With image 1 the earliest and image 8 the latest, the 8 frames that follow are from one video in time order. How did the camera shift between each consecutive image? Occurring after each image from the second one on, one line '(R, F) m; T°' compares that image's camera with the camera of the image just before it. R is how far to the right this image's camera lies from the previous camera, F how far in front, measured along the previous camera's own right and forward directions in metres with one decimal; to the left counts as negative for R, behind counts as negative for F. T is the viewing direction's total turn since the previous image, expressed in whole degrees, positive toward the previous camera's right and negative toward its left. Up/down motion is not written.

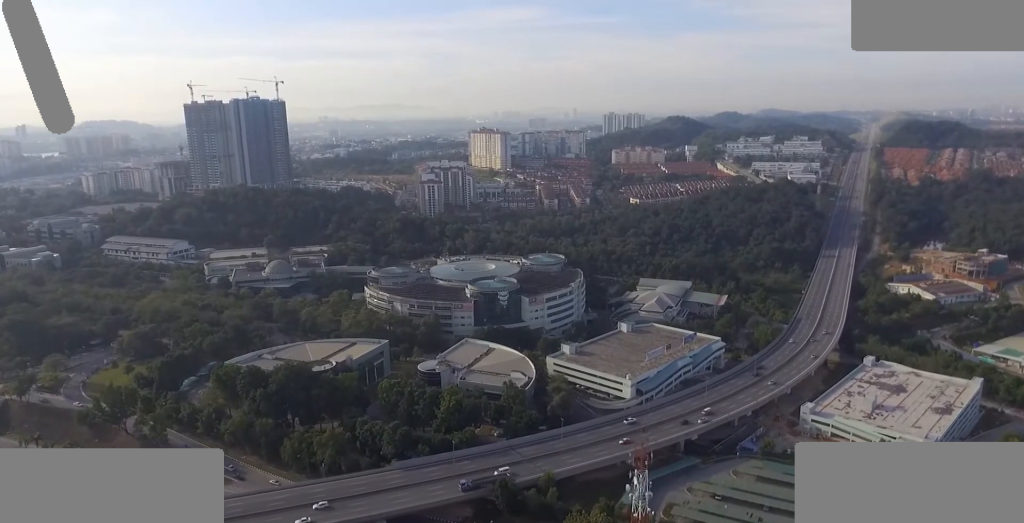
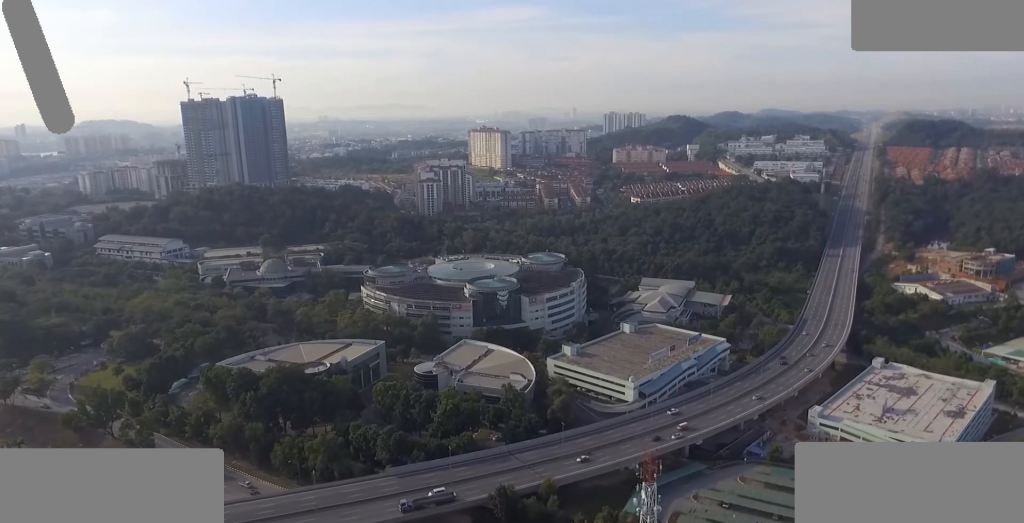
(0.0, +8.7) m; 0°
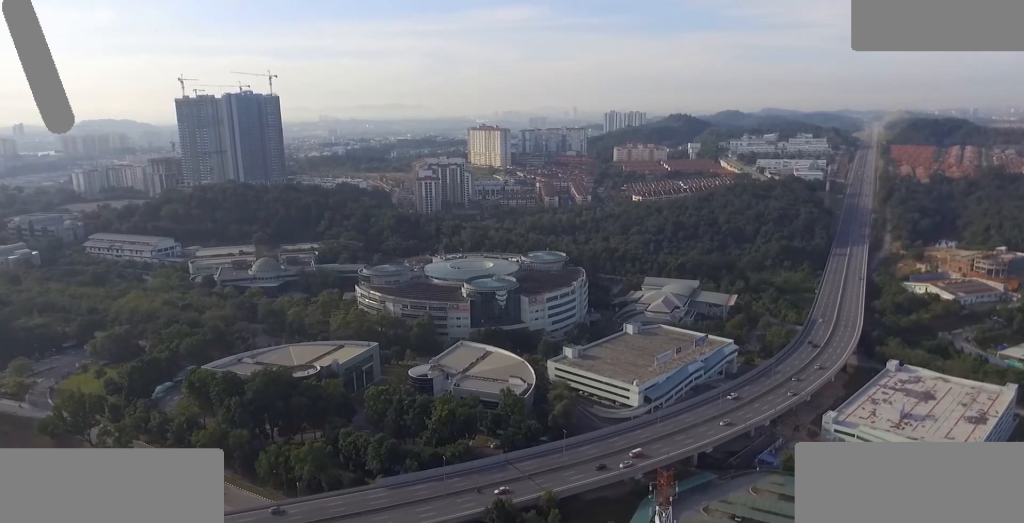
(+0.1, +13.1) m; +1°
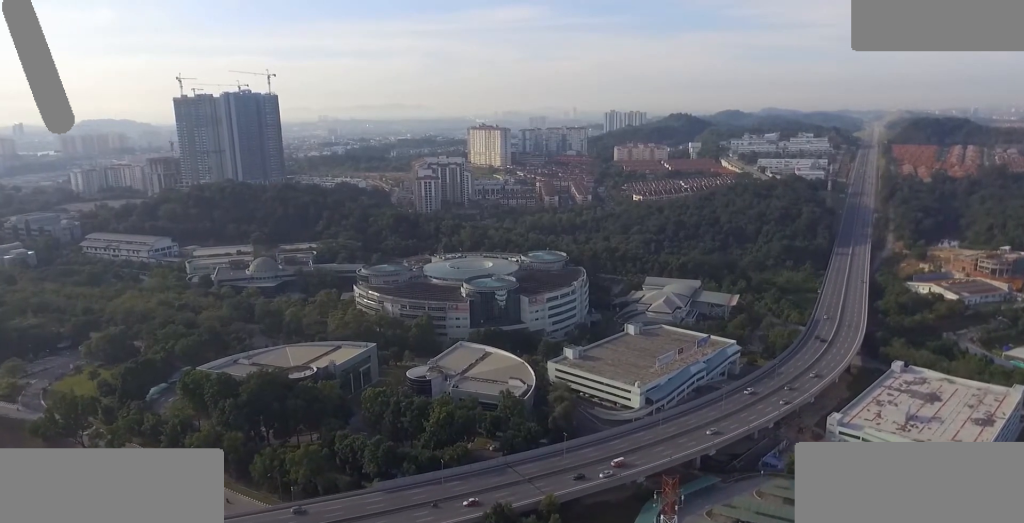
(0.0, +4.4) m; 0°
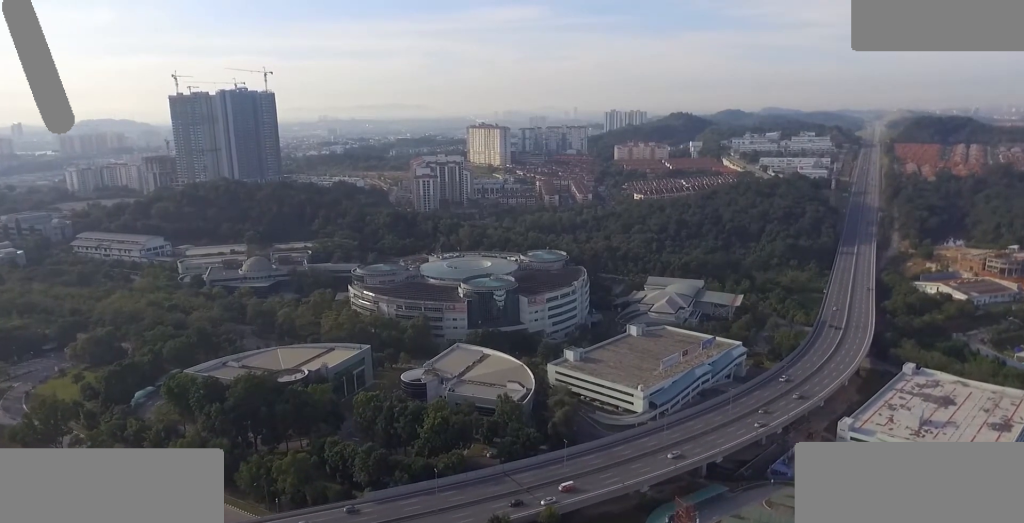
(0.0, +10.0) m; 0°
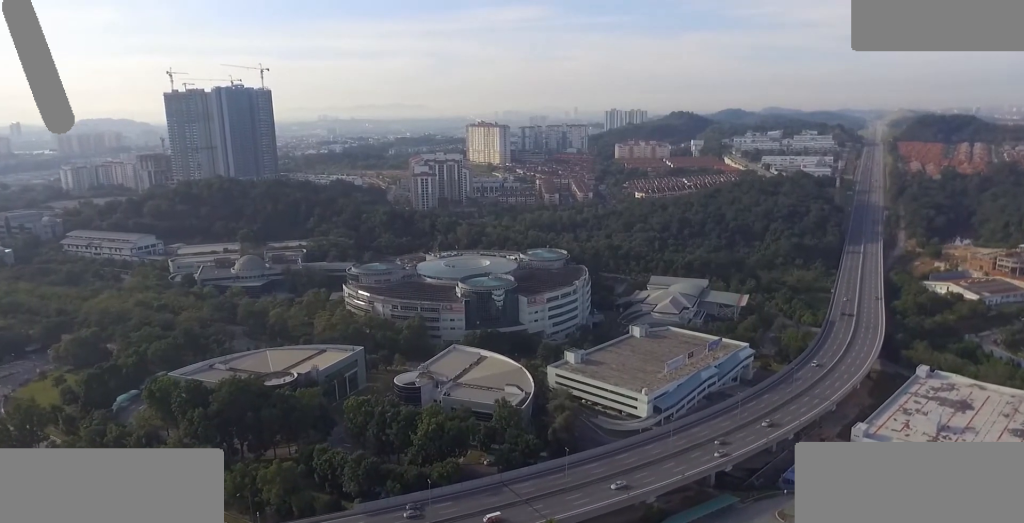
(0.0, +11.1) m; 0°
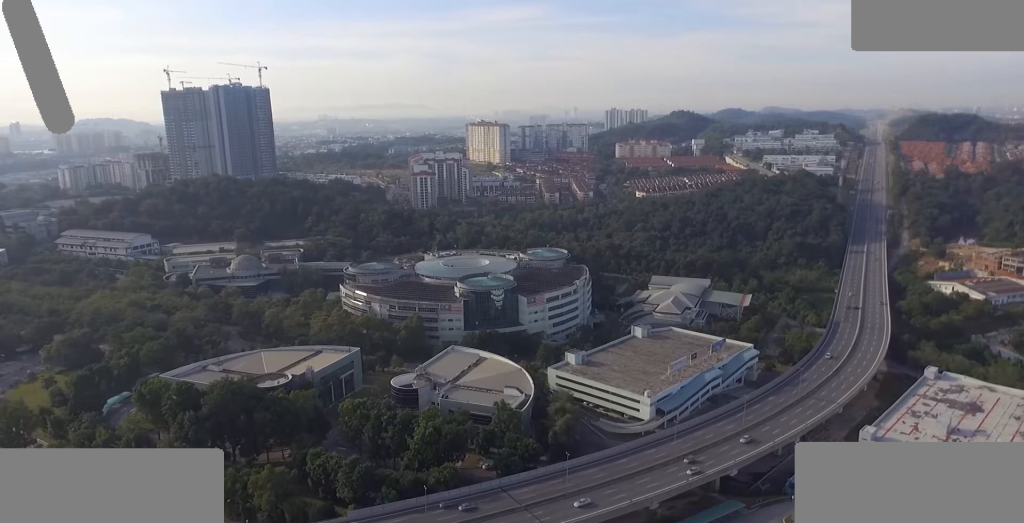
(0.0, +5.6) m; 0°
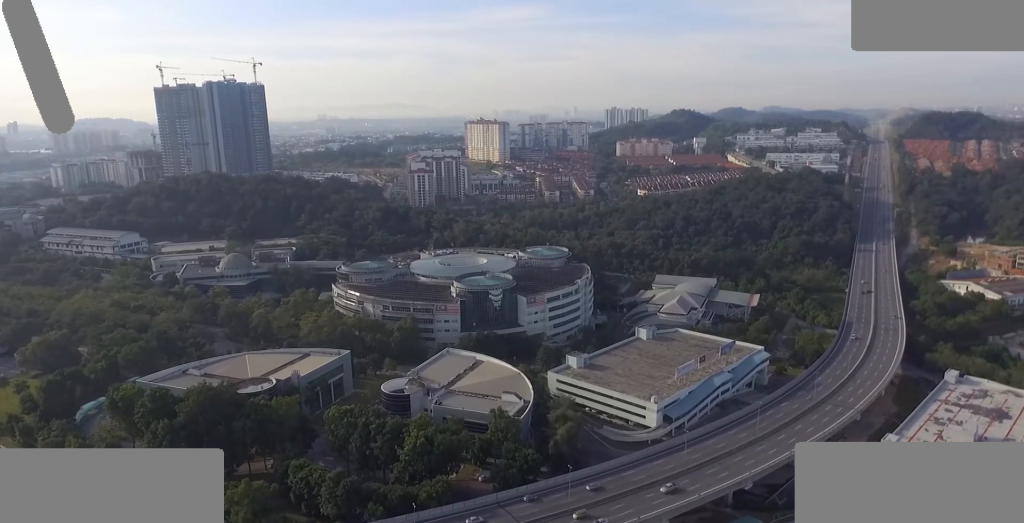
(0.0, +14.7) m; 0°
